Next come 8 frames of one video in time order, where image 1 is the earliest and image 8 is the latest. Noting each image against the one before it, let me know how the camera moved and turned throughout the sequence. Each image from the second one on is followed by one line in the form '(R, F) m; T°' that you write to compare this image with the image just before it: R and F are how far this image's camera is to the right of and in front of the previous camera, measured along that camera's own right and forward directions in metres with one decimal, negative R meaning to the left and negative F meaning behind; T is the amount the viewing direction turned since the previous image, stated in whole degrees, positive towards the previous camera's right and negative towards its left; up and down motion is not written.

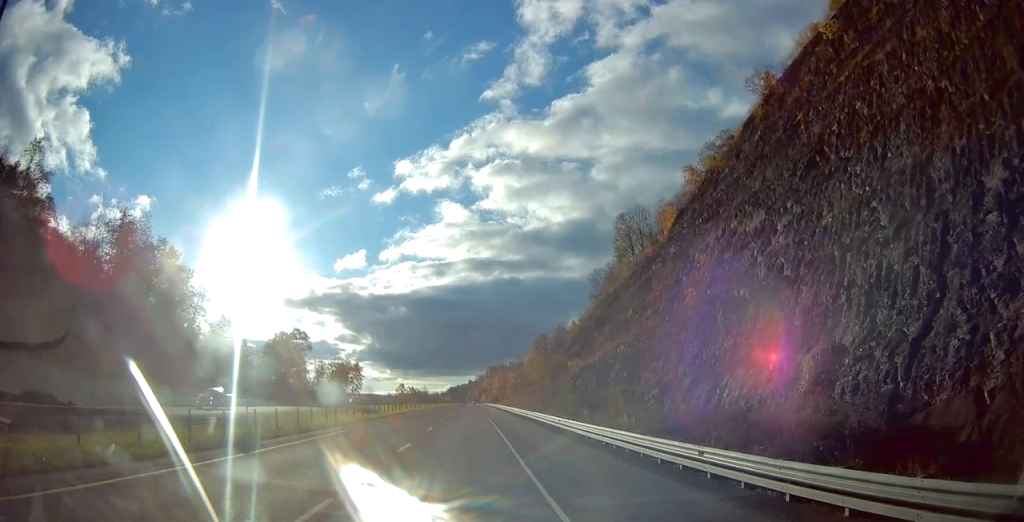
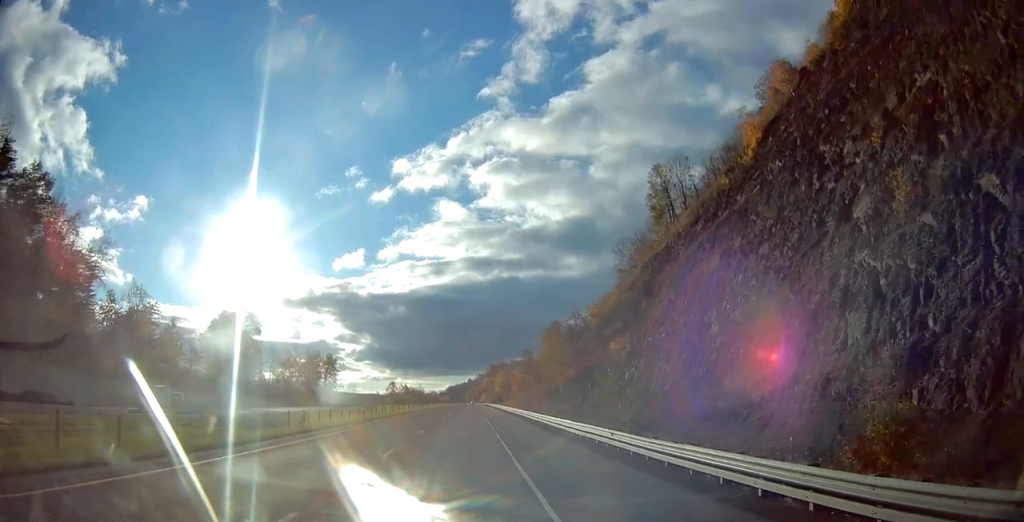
(-0.1, +37.5) m; 0°
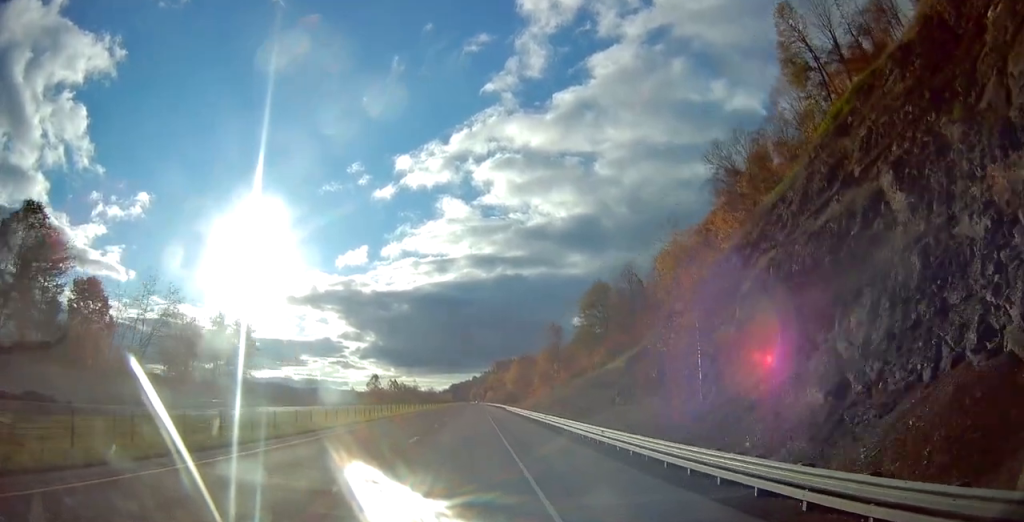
(-0.4, +66.5) m; -1°
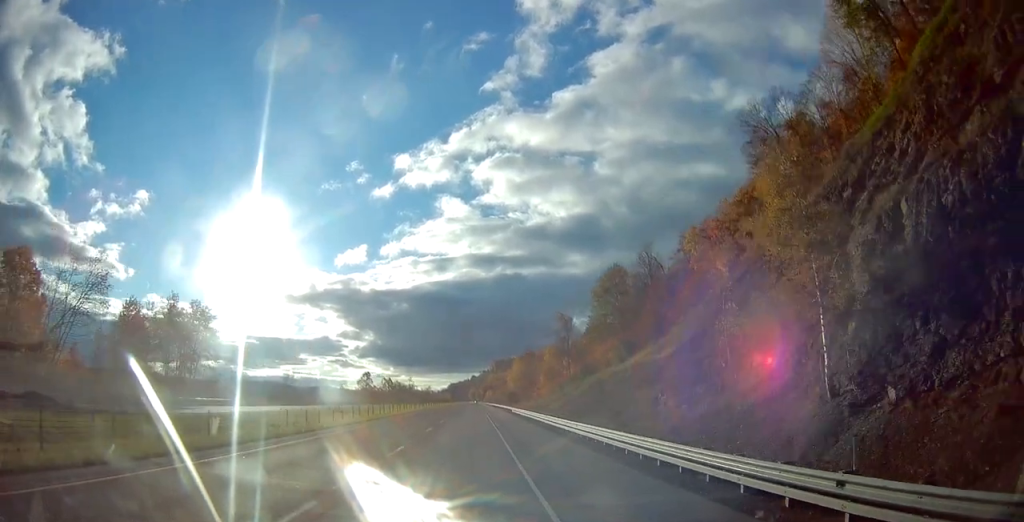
(0.0, +16.5) m; 0°
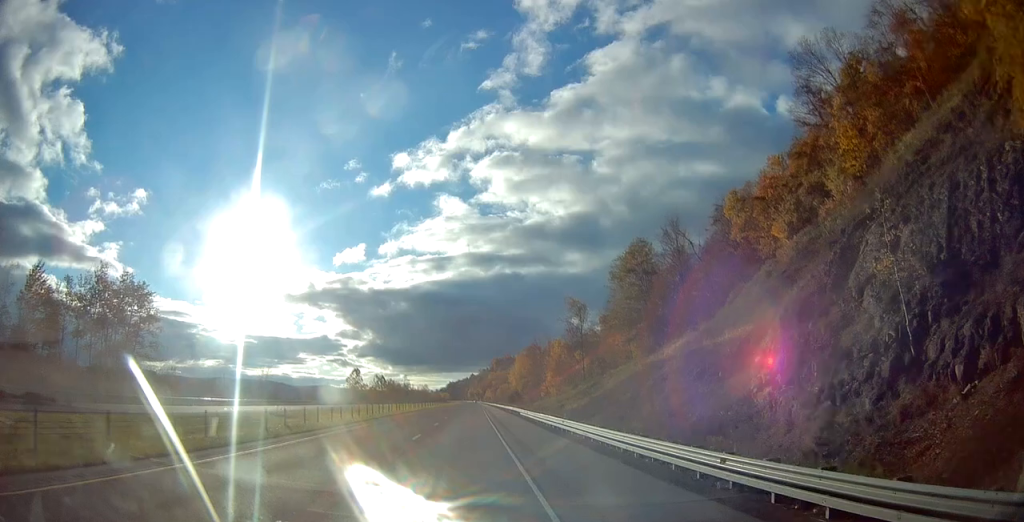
(0.0, +18.5) m; 0°
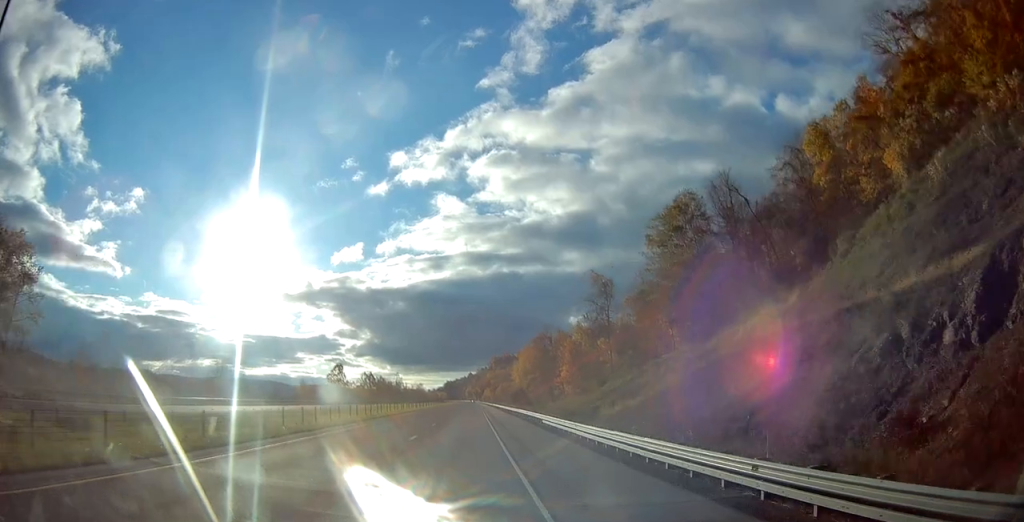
(+0.2, +24.5) m; 0°
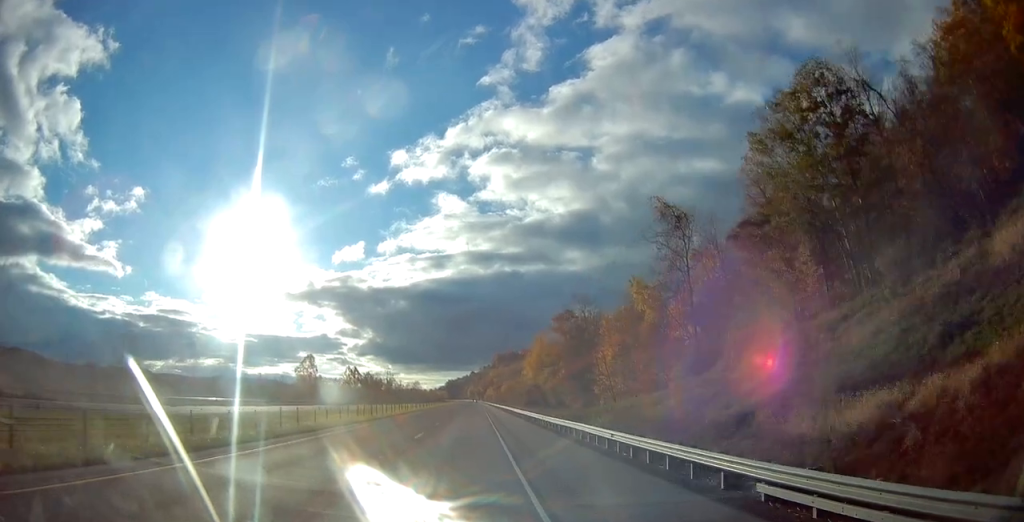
(-0.2, +34.5) m; 0°
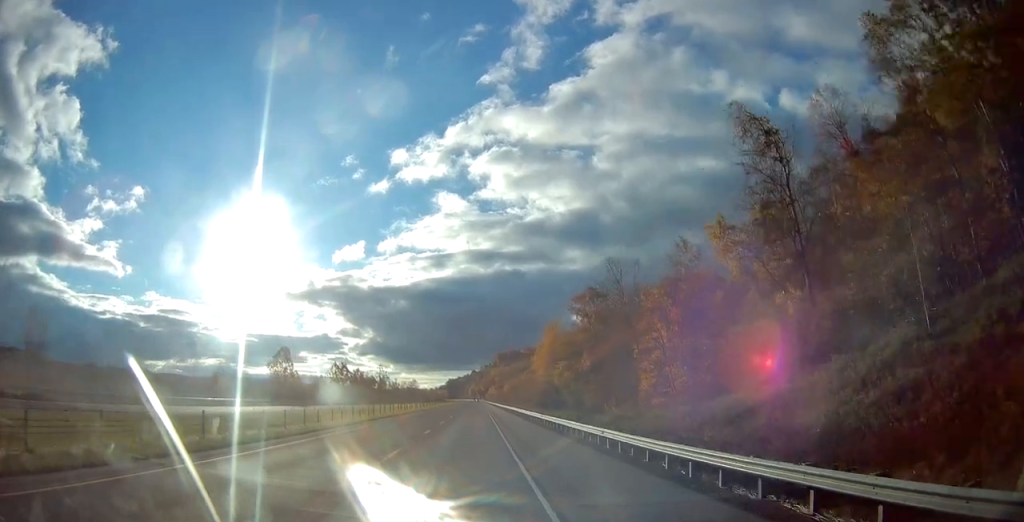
(+0.2, +20.8) m; 0°
